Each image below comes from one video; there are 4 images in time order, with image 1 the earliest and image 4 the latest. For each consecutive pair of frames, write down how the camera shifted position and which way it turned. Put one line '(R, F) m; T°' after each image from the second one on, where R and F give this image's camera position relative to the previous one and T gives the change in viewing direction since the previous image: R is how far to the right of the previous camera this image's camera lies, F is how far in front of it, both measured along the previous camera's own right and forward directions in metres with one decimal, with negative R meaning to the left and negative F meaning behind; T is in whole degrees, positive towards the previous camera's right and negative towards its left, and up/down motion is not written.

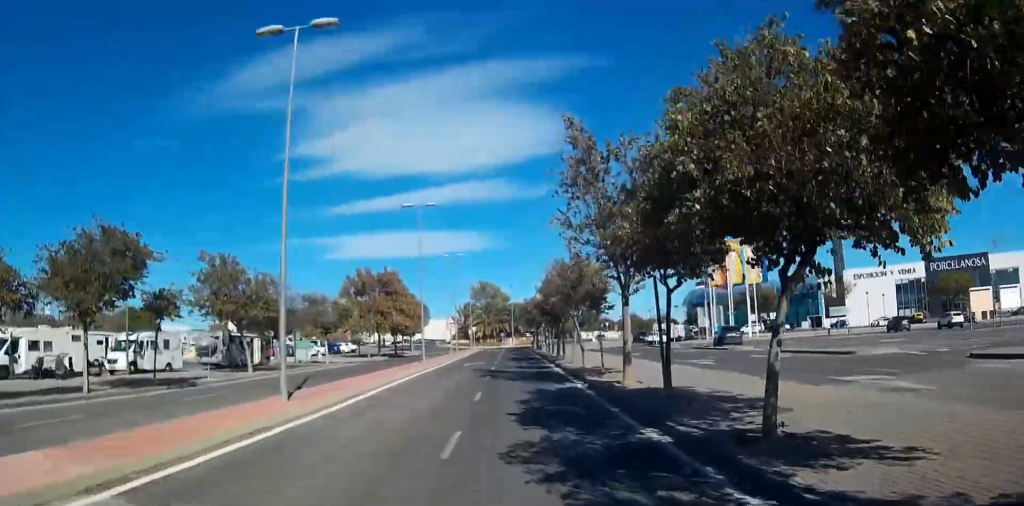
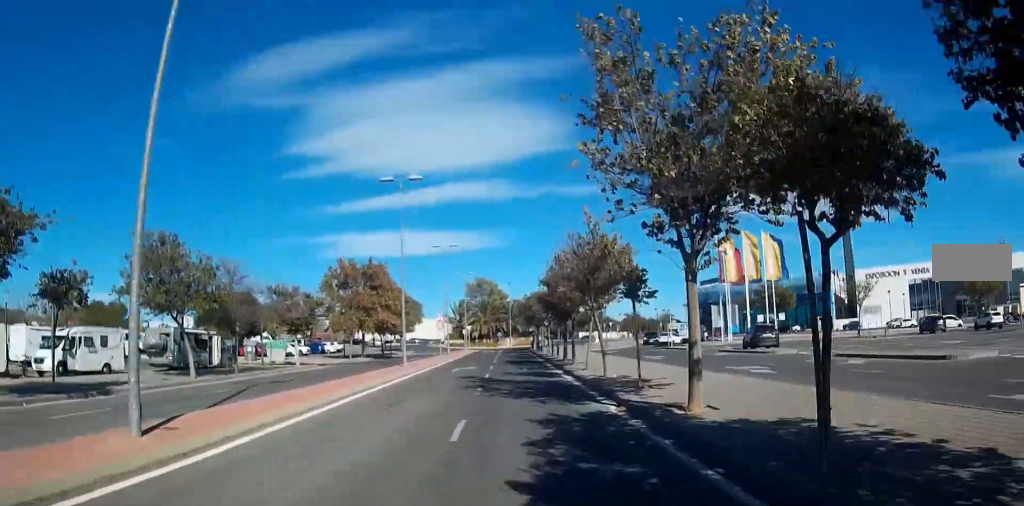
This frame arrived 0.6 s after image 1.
(0.0, +6.6) m; -1°
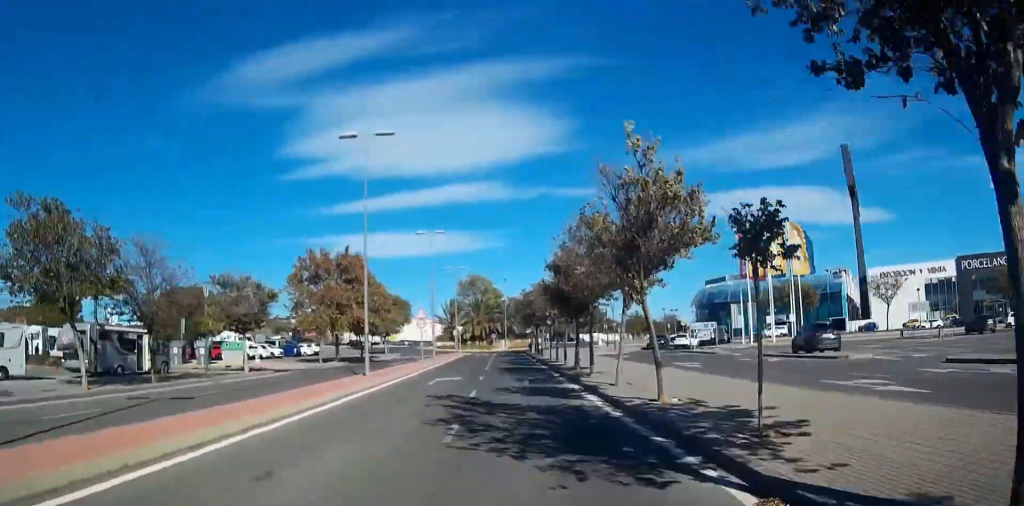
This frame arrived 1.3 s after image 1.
(-0.1, +8.3) m; 0°
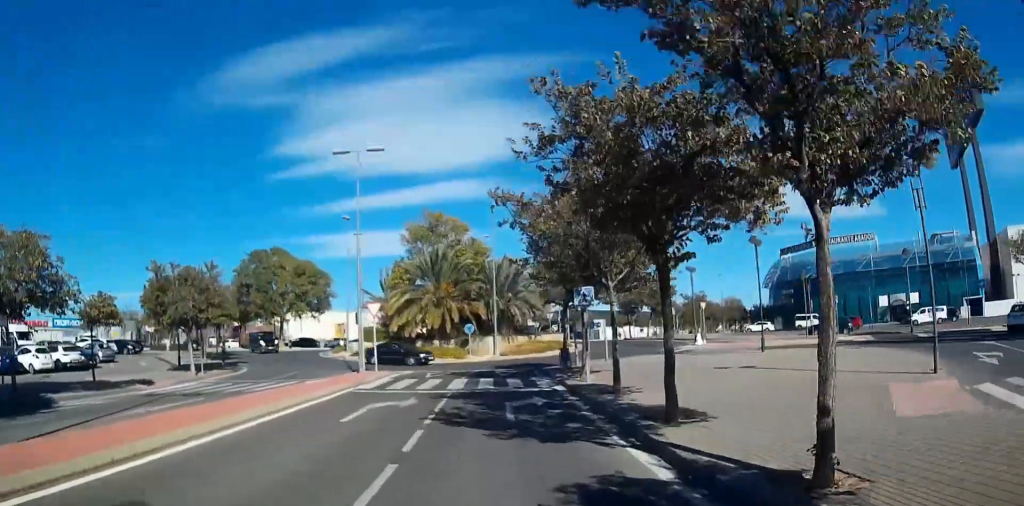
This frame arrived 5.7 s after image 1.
(+0.9, +49.0) m; +2°
